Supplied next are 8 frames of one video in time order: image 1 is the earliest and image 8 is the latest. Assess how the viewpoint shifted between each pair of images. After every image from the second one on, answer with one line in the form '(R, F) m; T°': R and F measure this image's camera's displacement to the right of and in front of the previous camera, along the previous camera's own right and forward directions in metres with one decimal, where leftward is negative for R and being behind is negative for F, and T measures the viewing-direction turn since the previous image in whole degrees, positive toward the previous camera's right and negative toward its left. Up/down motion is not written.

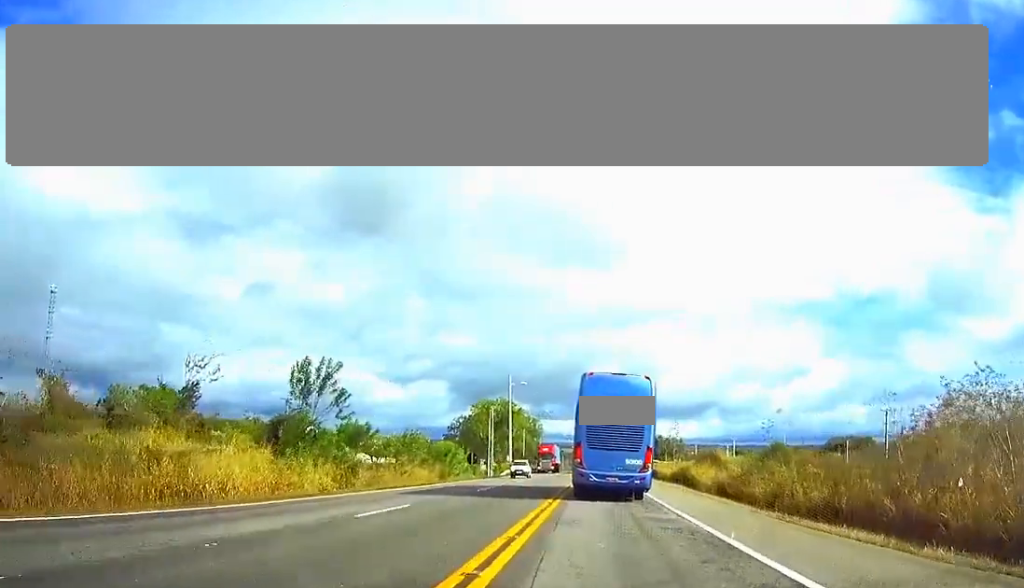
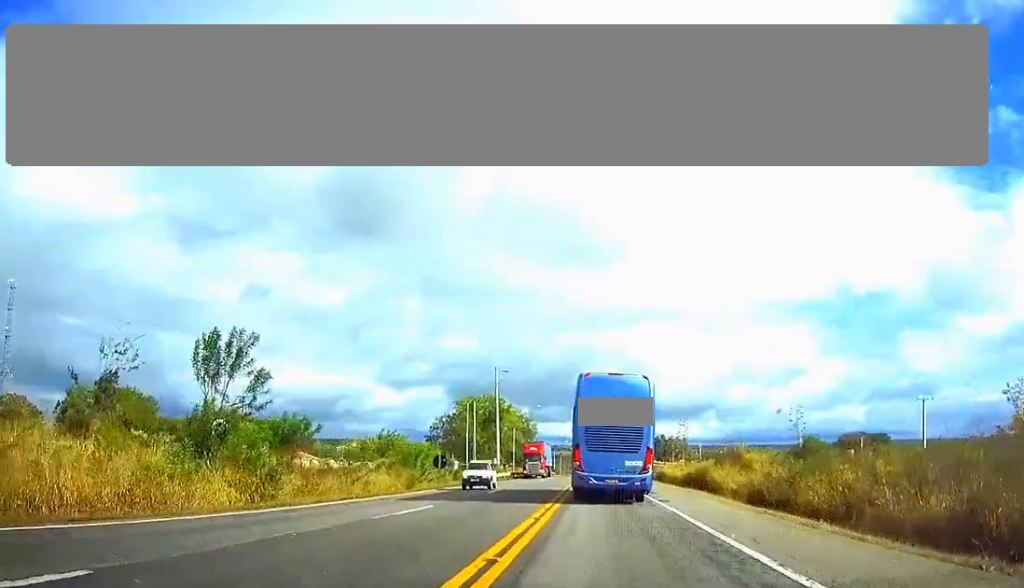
(0.0, +14.2) m; +1°
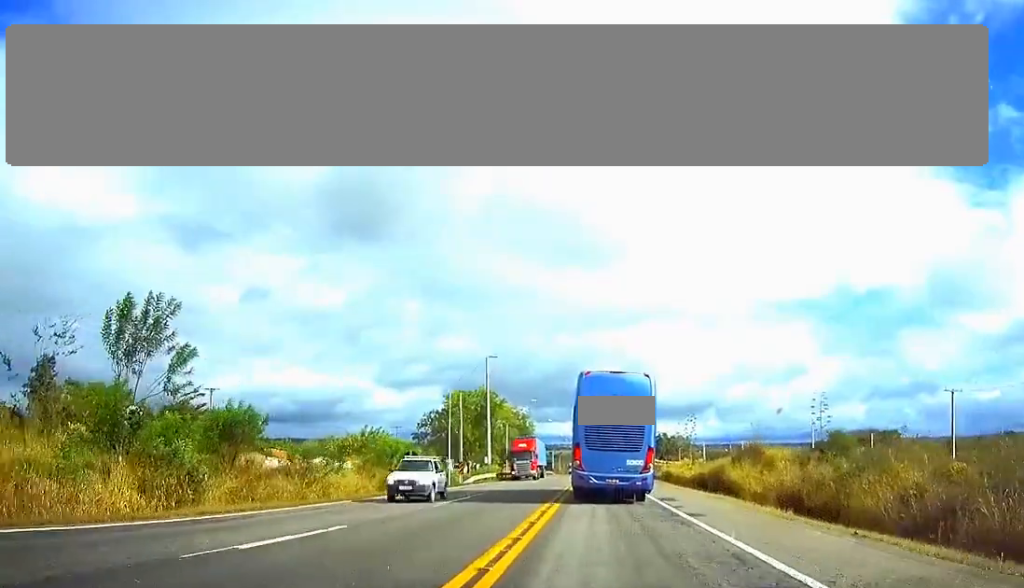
(+0.1, +8.9) m; 0°
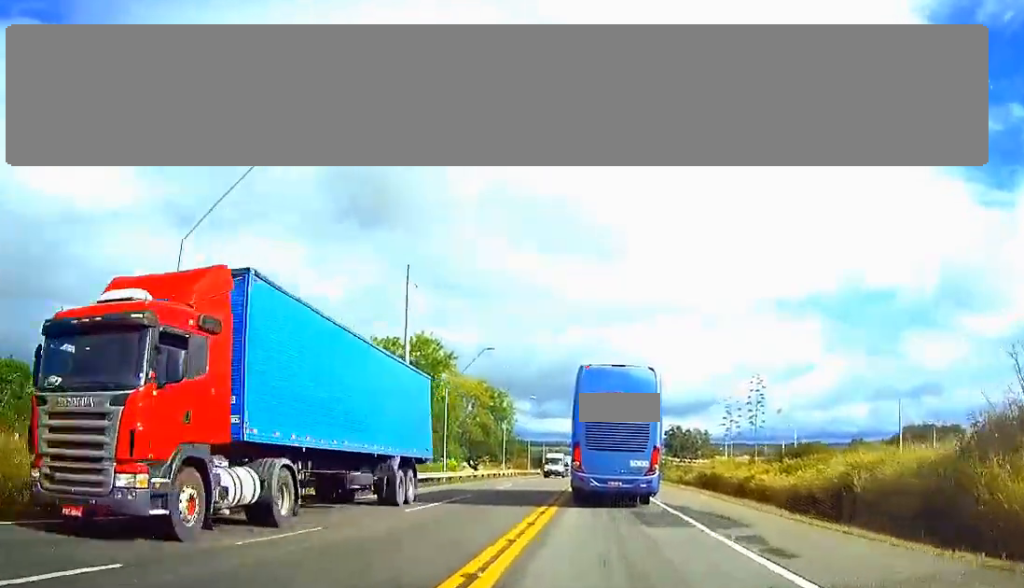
(+0.2, +42.7) m; 0°
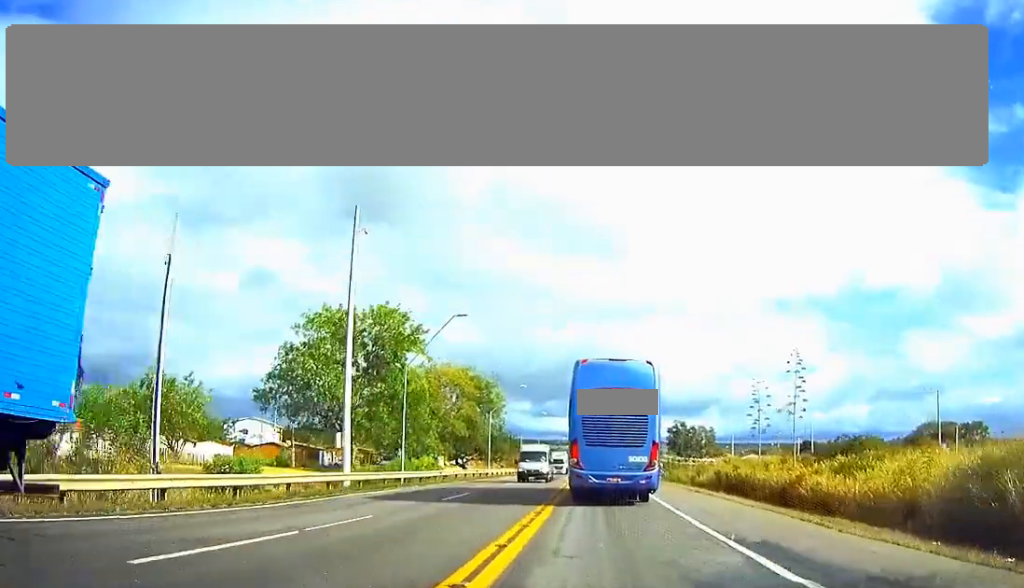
(0.0, +12.7) m; 0°
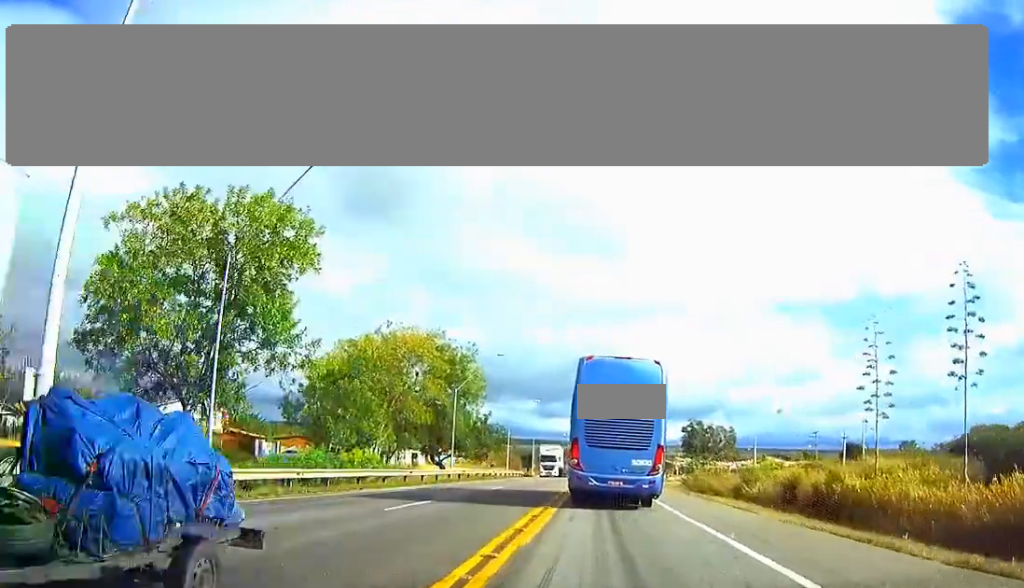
(0.0, +24.5) m; 0°
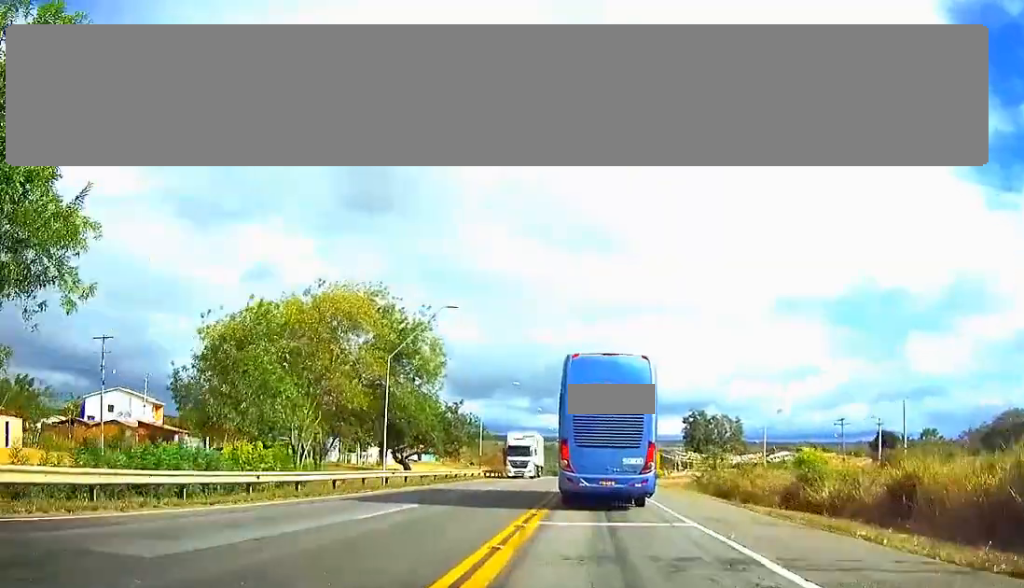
(0.0, +18.3) m; 0°
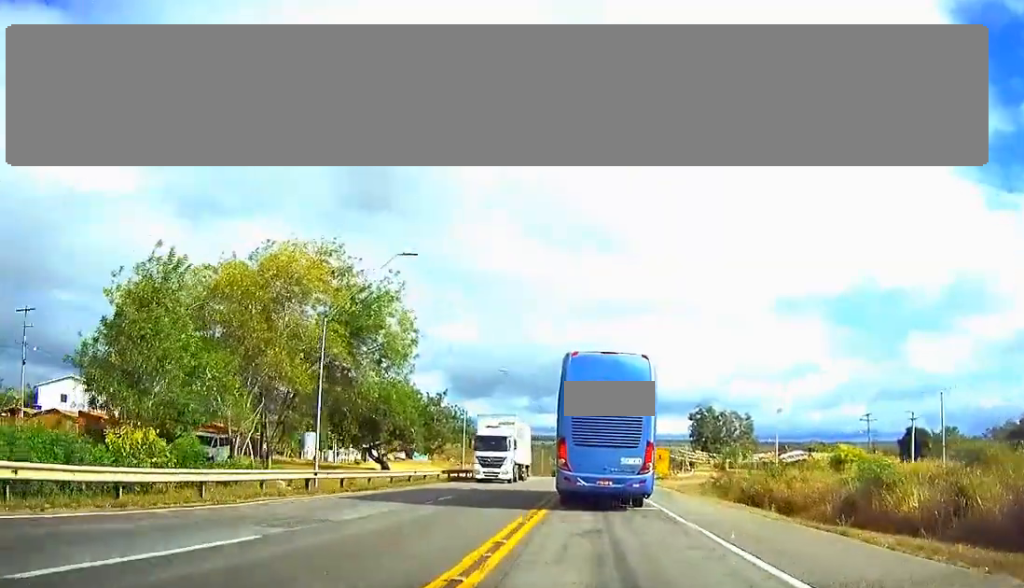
(0.0, +11.0) m; 0°
